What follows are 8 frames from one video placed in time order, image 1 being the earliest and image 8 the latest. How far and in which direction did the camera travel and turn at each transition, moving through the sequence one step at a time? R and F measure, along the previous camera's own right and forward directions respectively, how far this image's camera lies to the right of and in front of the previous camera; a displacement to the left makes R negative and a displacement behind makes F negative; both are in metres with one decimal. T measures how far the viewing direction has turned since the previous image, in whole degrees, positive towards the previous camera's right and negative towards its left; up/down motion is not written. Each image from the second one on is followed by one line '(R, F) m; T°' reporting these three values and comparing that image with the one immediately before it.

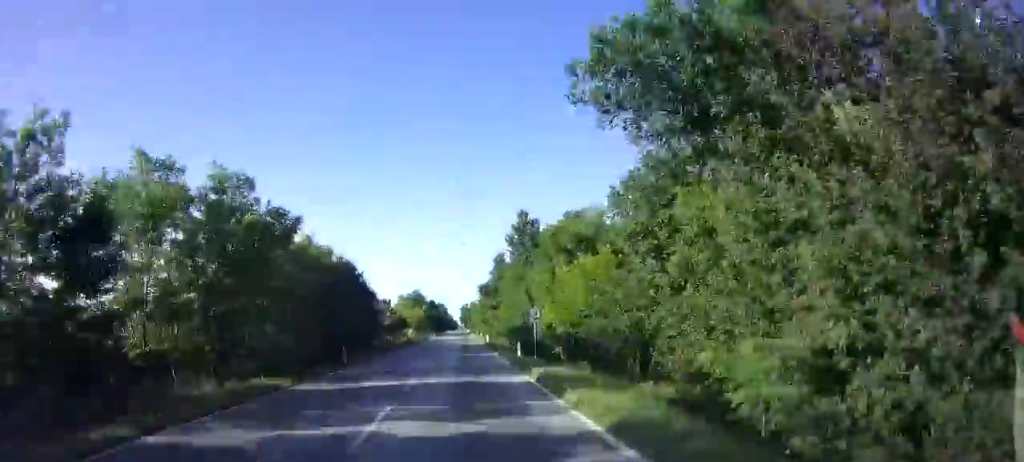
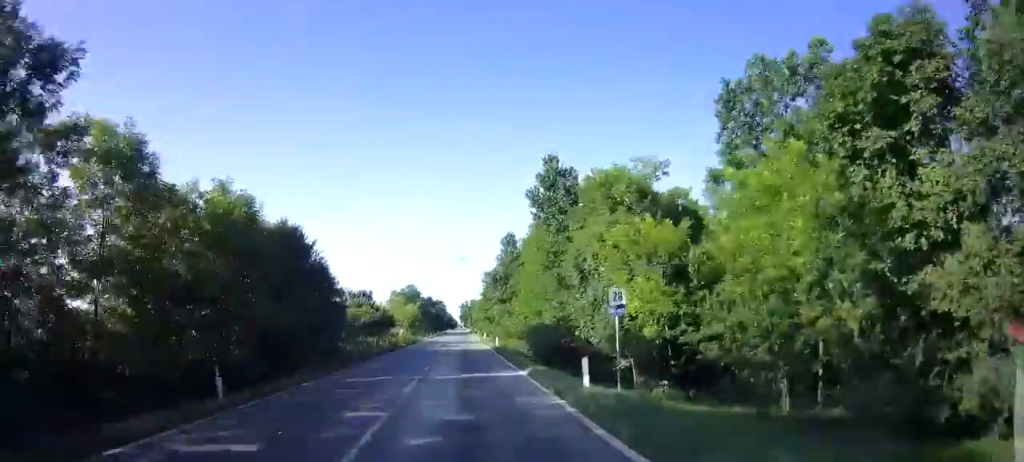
(0.0, +12.3) m; 0°
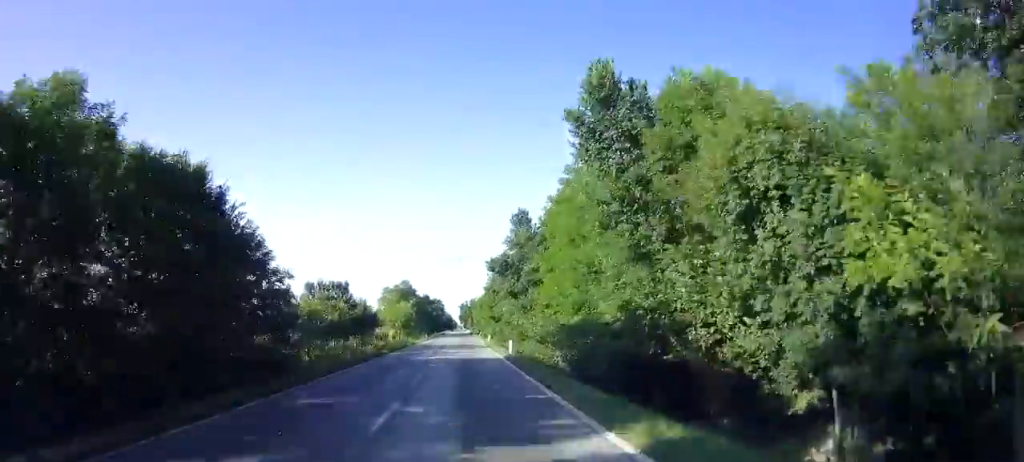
(0.0, +10.6) m; 0°
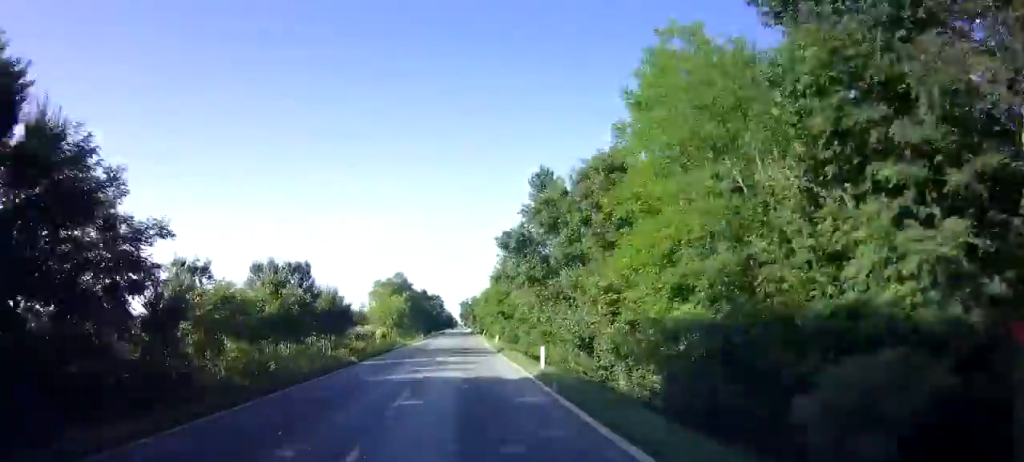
(0.0, +9.7) m; 0°
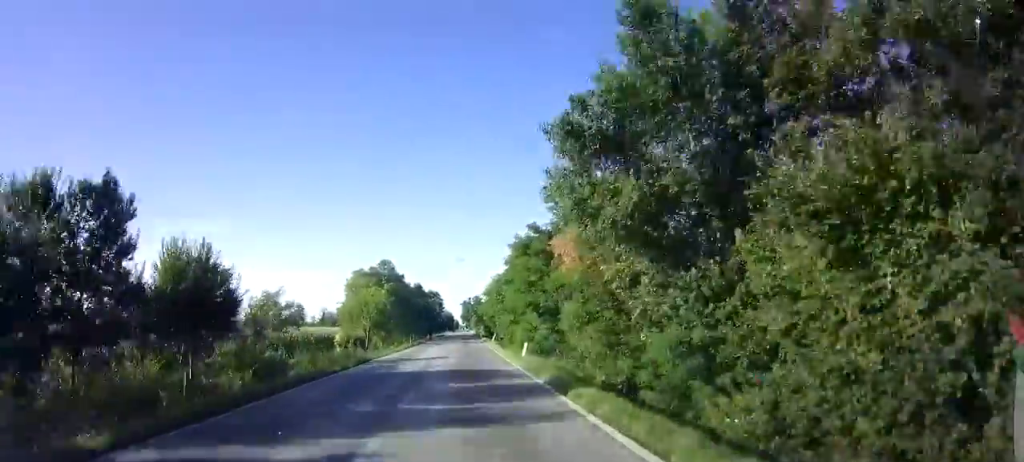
(0.0, +16.3) m; 0°
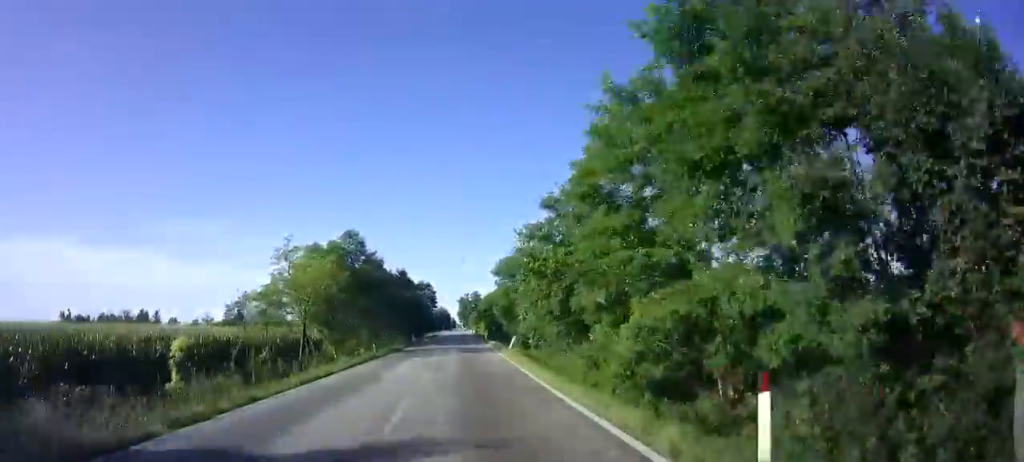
(0.0, +18.8) m; 0°
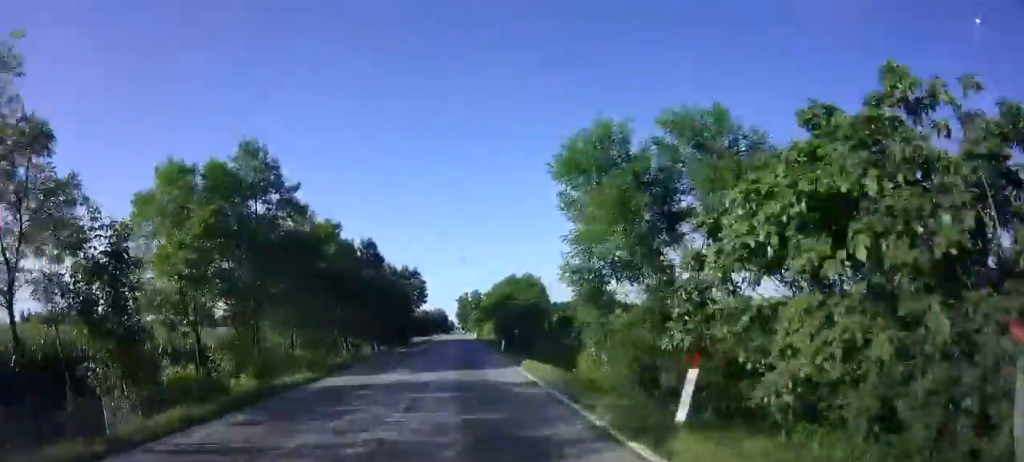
(+0.1, +22.5) m; 0°
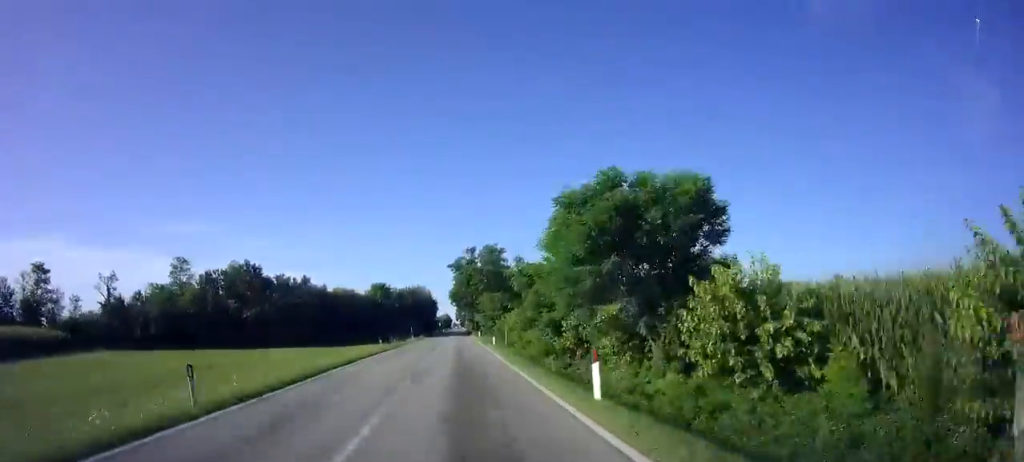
(+0.1, +96.1) m; 0°
